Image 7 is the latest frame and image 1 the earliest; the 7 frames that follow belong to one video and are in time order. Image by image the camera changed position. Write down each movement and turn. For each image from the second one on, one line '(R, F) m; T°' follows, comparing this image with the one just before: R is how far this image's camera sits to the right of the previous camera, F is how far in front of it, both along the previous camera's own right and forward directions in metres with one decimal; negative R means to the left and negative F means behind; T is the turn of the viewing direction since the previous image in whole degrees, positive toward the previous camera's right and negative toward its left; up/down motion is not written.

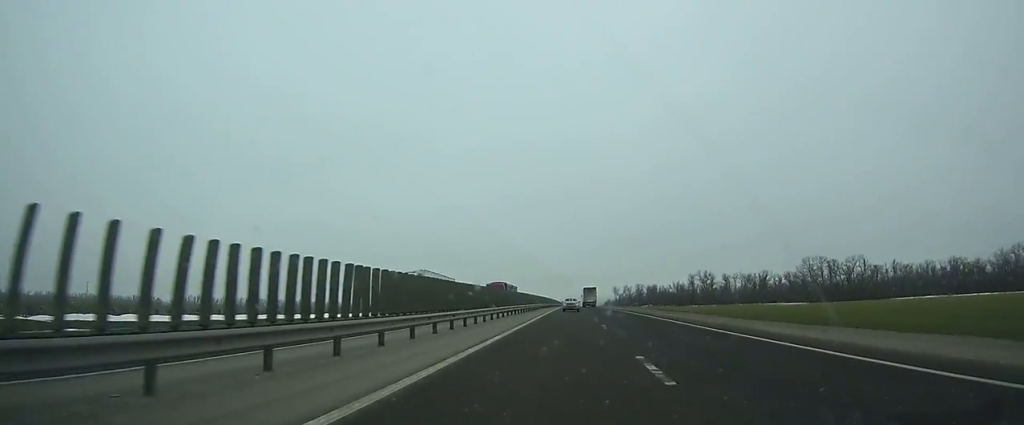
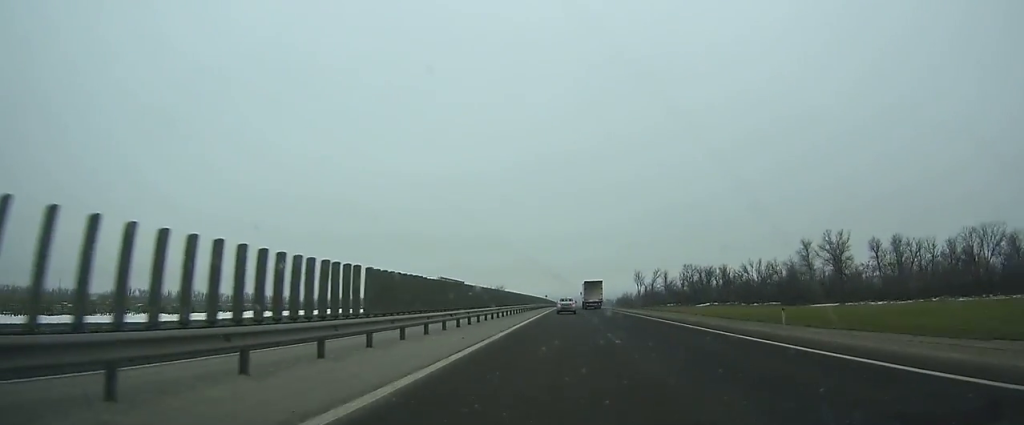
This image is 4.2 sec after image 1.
(+0.1, +133.7) m; 0°
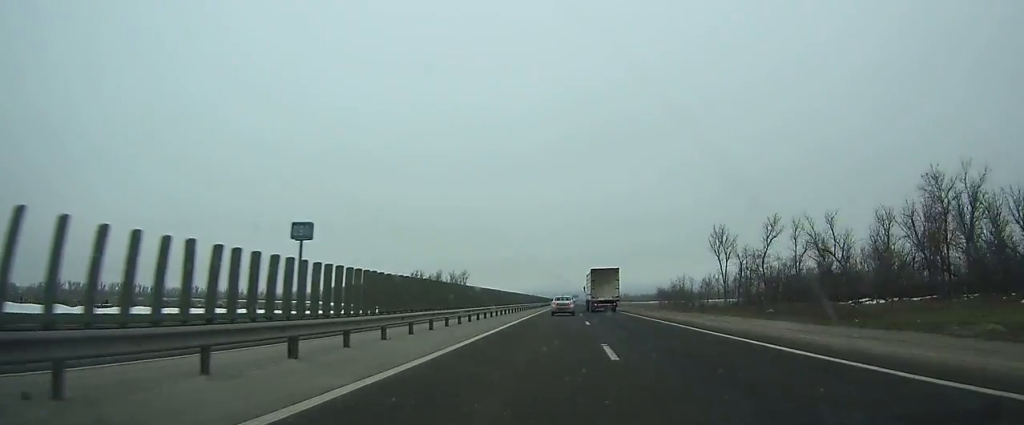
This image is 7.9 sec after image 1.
(-0.2, +116.5) m; 0°
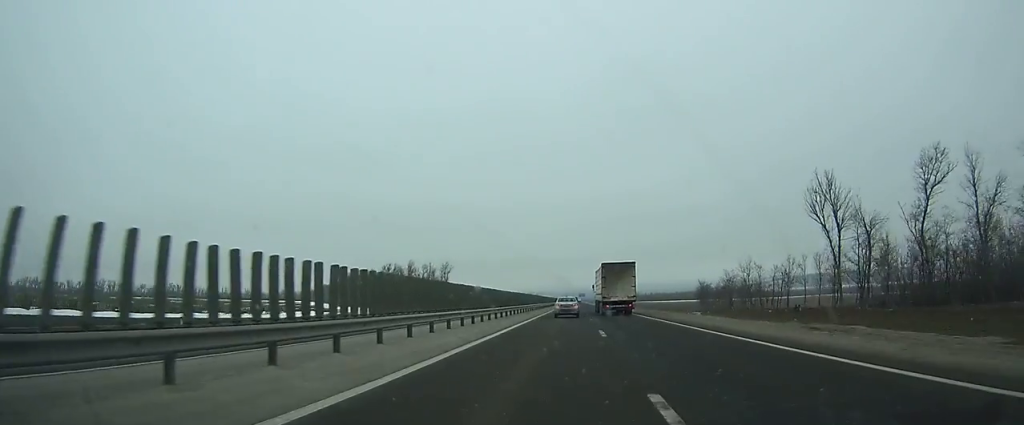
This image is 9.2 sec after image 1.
(-0.1, +40.5) m; 0°
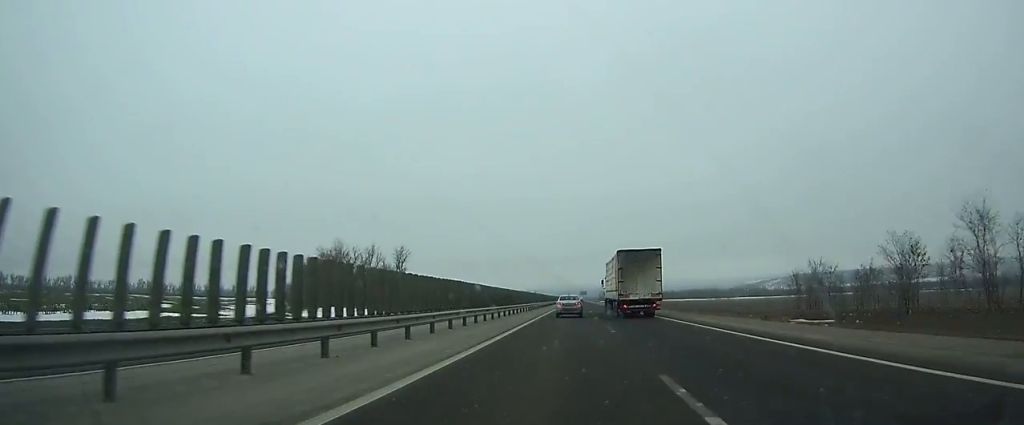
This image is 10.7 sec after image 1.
(-0.1, +46.7) m; 0°
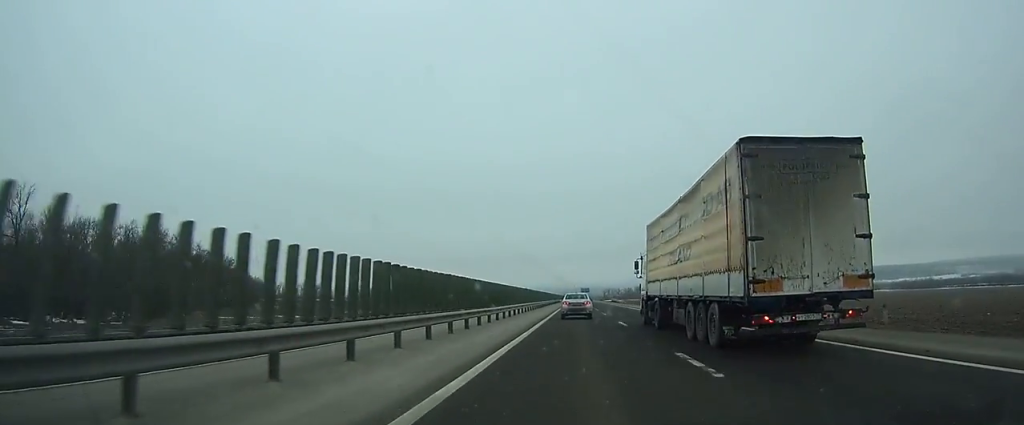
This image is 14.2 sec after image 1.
(+0.2, +108.5) m; 0°
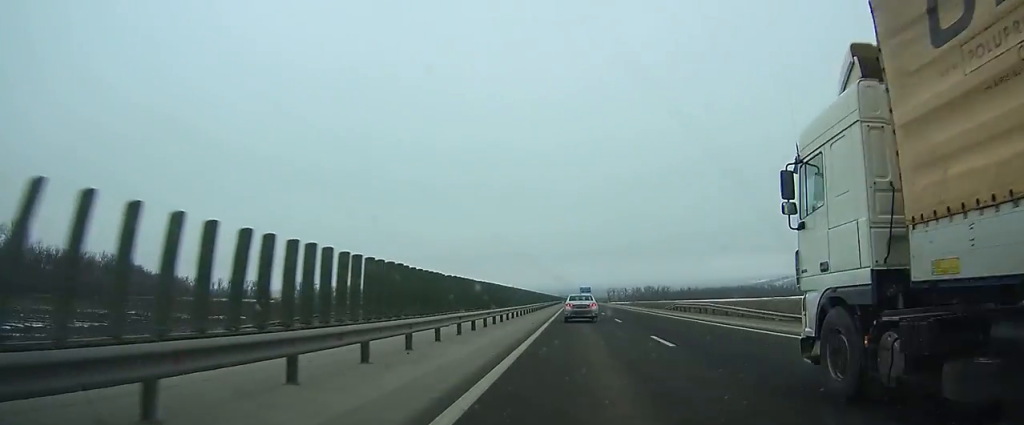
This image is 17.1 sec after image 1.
(+0.2, +89.9) m; 0°
